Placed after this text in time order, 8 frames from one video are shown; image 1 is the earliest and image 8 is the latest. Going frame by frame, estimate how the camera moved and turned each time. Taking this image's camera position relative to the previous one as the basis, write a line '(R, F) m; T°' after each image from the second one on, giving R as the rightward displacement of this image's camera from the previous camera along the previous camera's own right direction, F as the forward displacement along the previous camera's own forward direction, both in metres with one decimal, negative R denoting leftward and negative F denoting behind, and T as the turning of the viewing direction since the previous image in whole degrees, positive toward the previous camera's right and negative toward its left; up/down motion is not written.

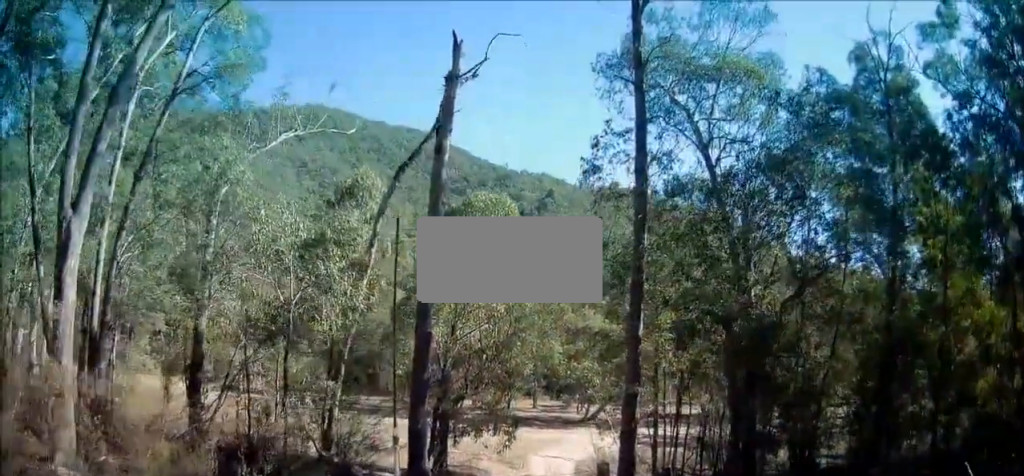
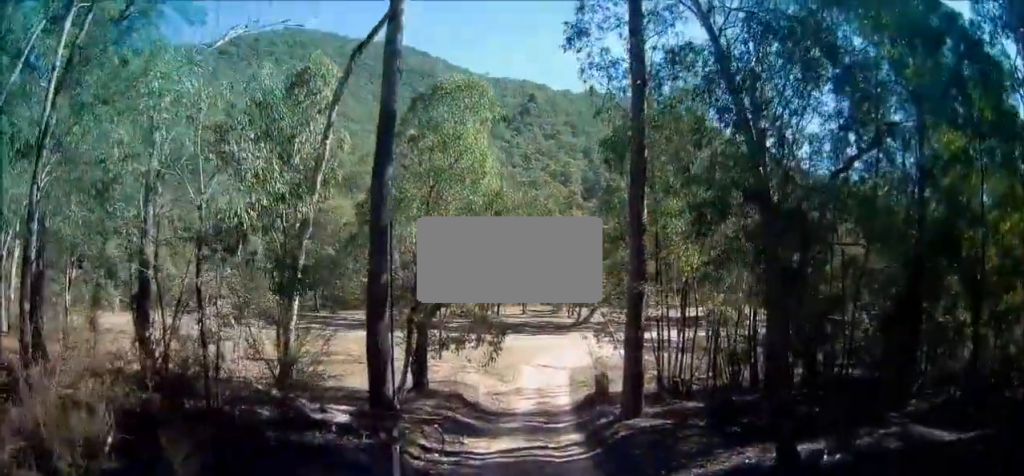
(-0.2, +3.1) m; -4°
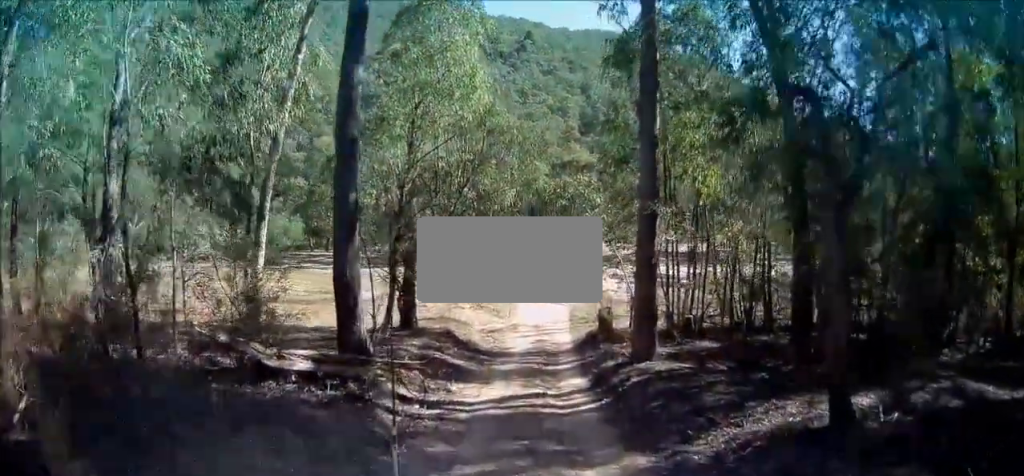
(0.0, +2.0) m; +1°
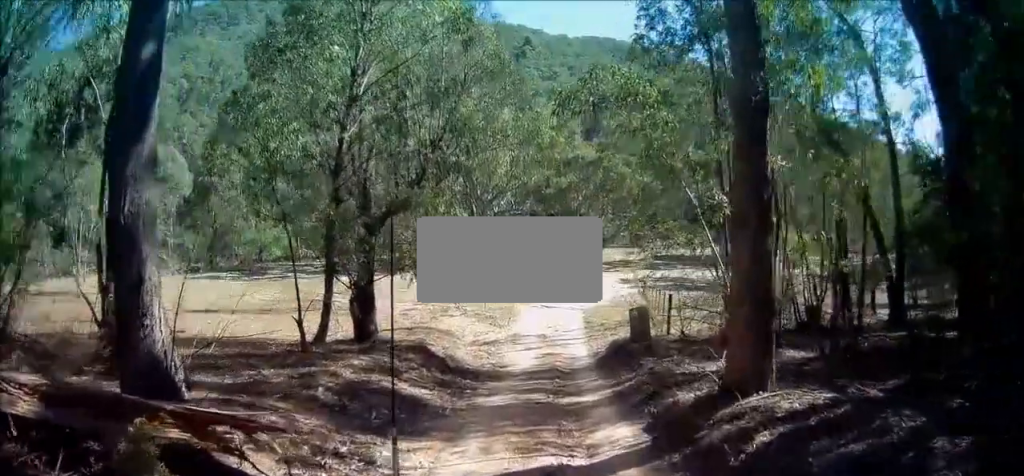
(+0.2, +6.1) m; +1°
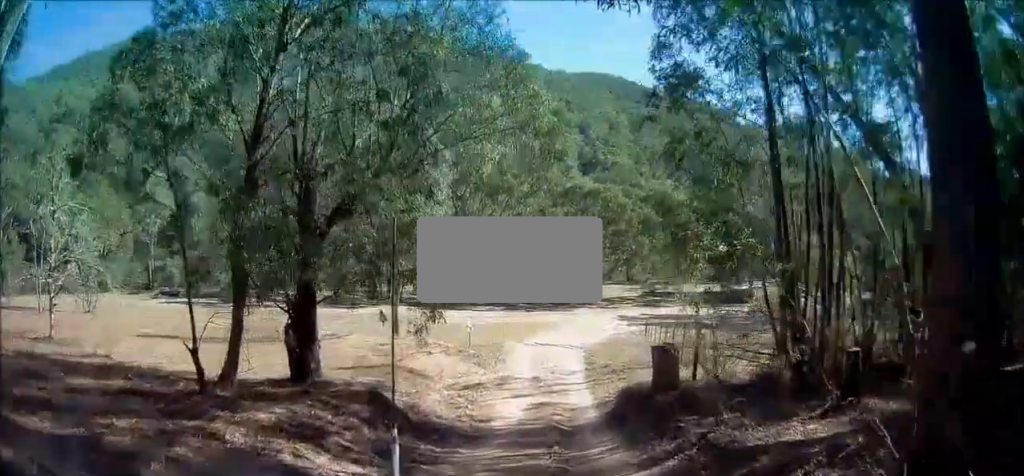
(-0.1, +3.6) m; -2°
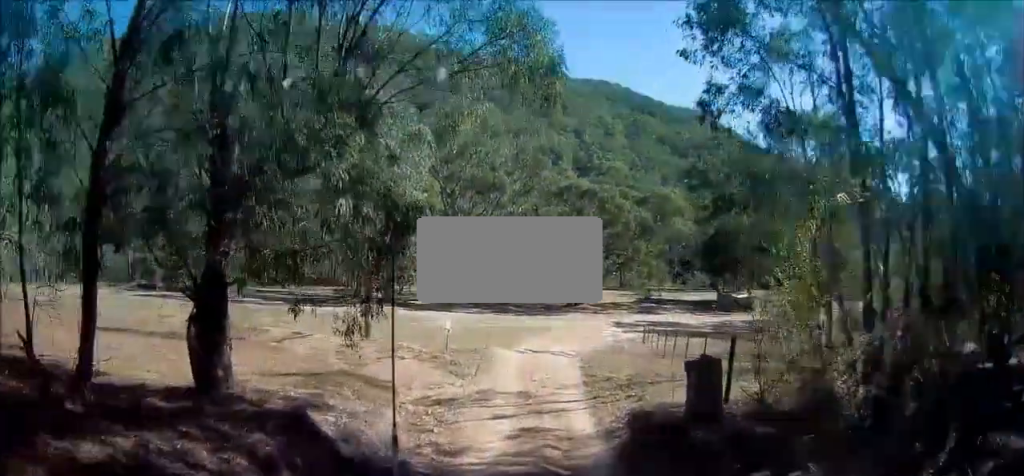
(-0.1, +3.2) m; -1°
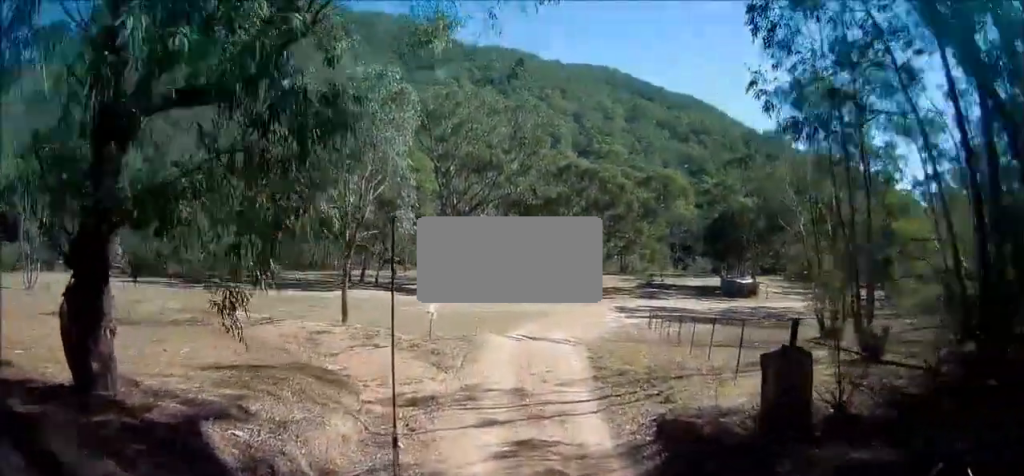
(0.0, +2.8) m; 0°
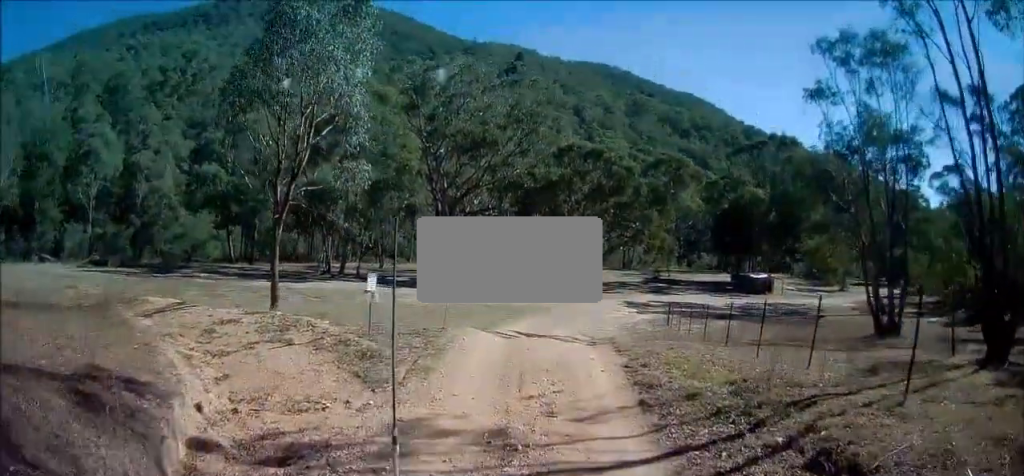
(-0.1, +5.6) m; -2°
